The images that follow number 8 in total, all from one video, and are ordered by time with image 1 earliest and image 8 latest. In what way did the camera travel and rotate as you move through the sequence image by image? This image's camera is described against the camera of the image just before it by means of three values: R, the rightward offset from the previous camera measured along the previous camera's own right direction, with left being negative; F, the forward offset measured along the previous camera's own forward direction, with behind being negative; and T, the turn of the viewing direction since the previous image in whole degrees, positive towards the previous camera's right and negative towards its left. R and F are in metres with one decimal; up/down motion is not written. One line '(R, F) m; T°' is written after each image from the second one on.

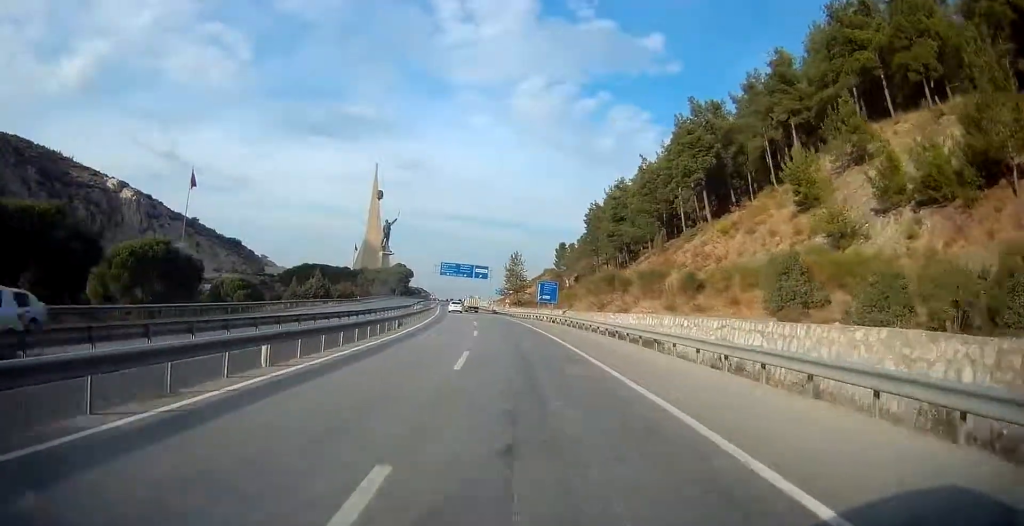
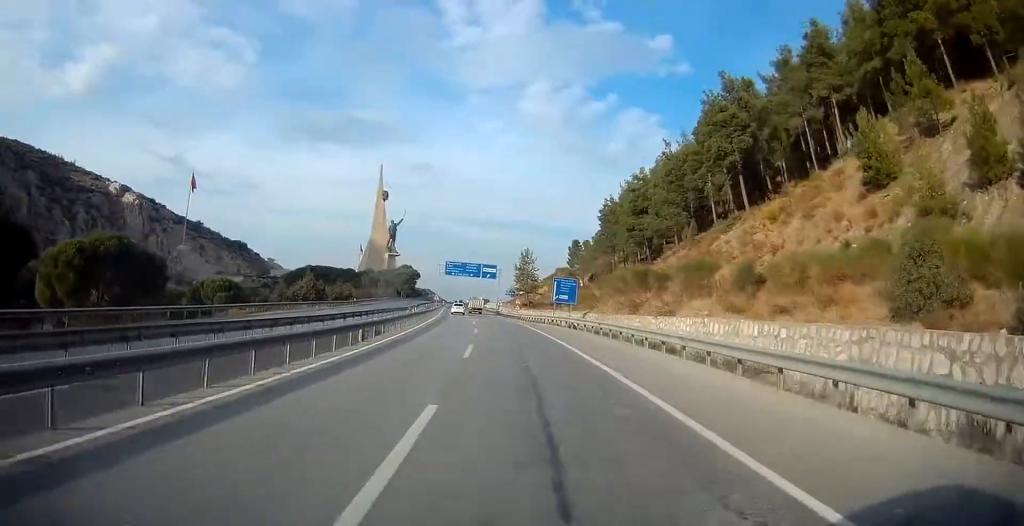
(-0.1, +8.9) m; -1°
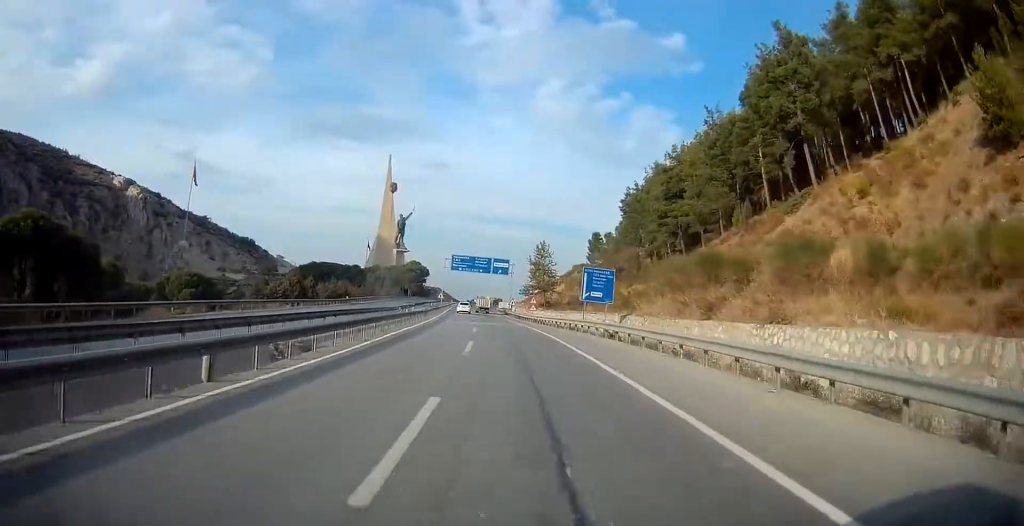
(-0.2, +12.0) m; -1°
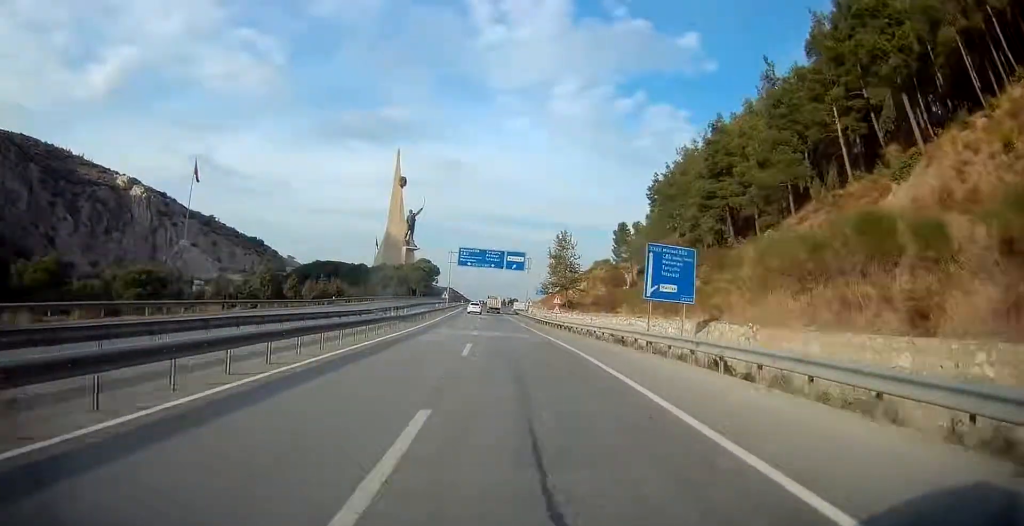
(-0.2, +13.5) m; -1°
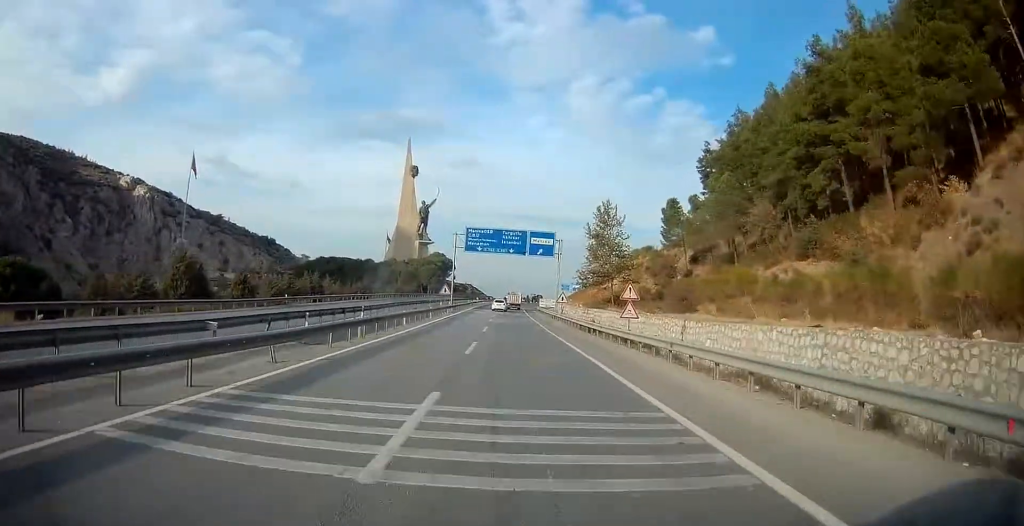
(-0.3, +22.0) m; -2°
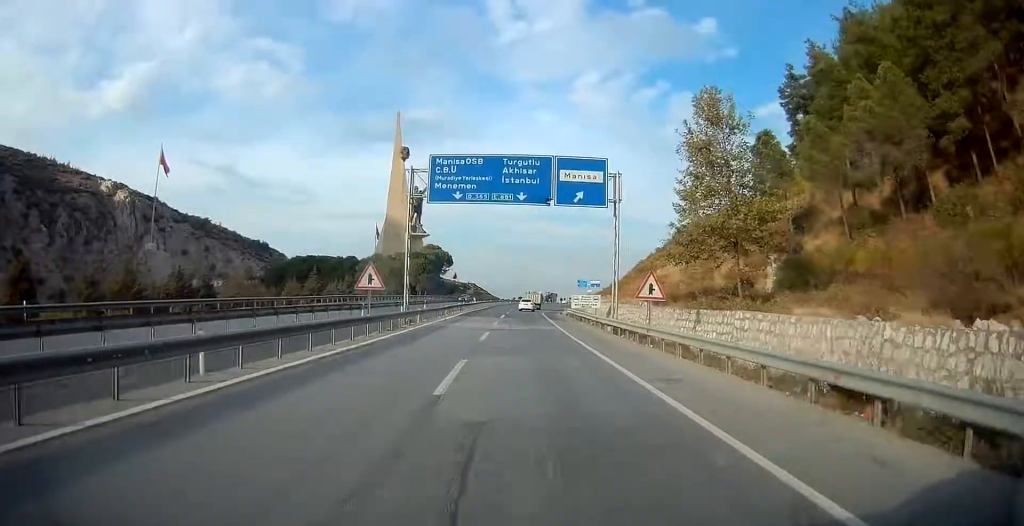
(-0.6, +32.1) m; -2°
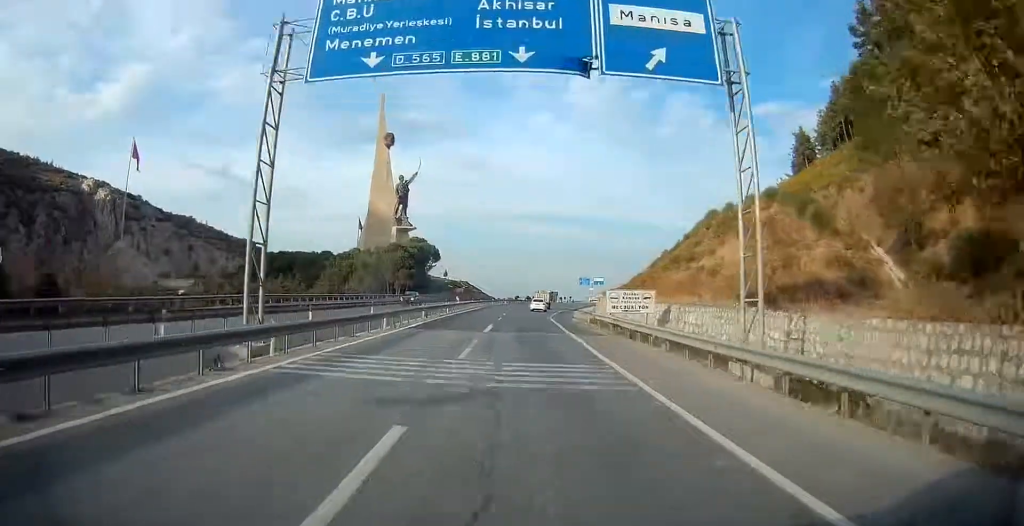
(-0.1, +18.9) m; 0°
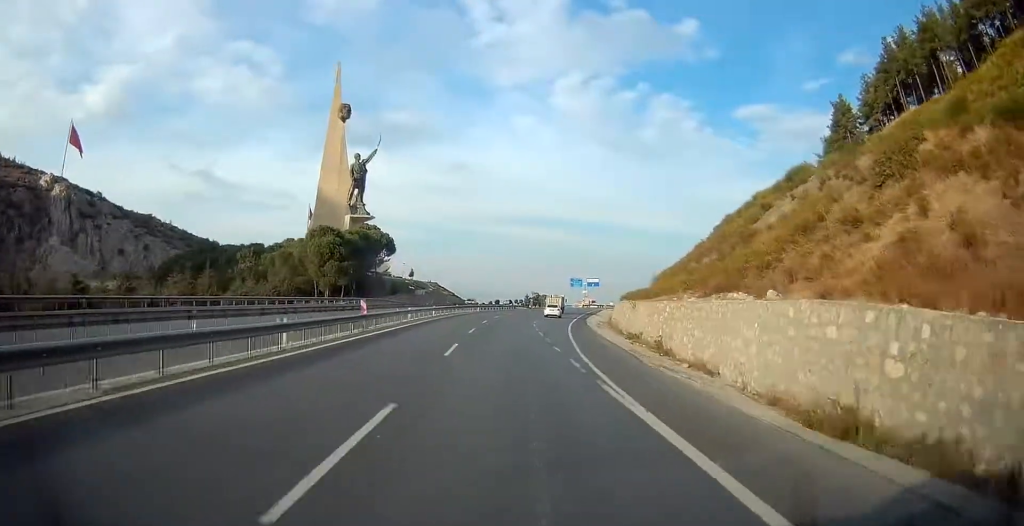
(+0.4, +32.6) m; +1°
